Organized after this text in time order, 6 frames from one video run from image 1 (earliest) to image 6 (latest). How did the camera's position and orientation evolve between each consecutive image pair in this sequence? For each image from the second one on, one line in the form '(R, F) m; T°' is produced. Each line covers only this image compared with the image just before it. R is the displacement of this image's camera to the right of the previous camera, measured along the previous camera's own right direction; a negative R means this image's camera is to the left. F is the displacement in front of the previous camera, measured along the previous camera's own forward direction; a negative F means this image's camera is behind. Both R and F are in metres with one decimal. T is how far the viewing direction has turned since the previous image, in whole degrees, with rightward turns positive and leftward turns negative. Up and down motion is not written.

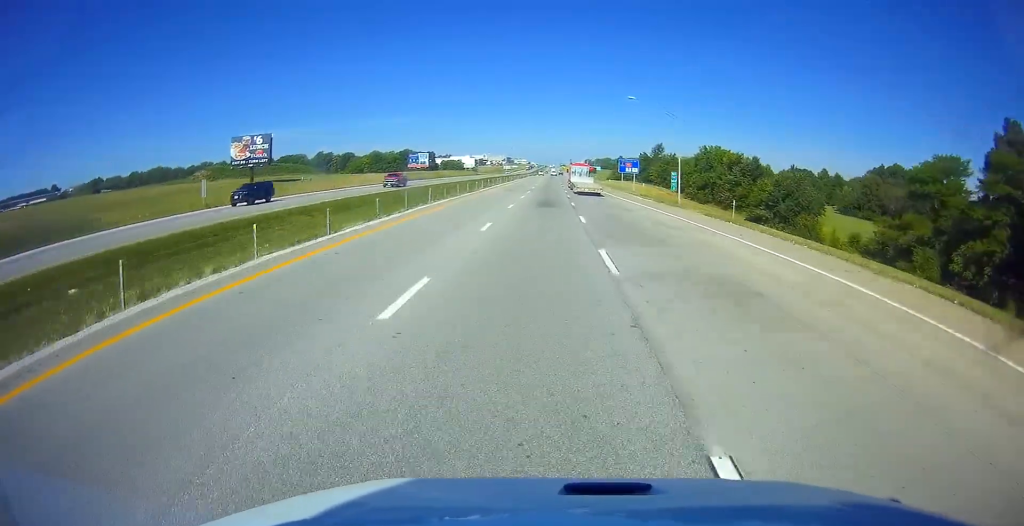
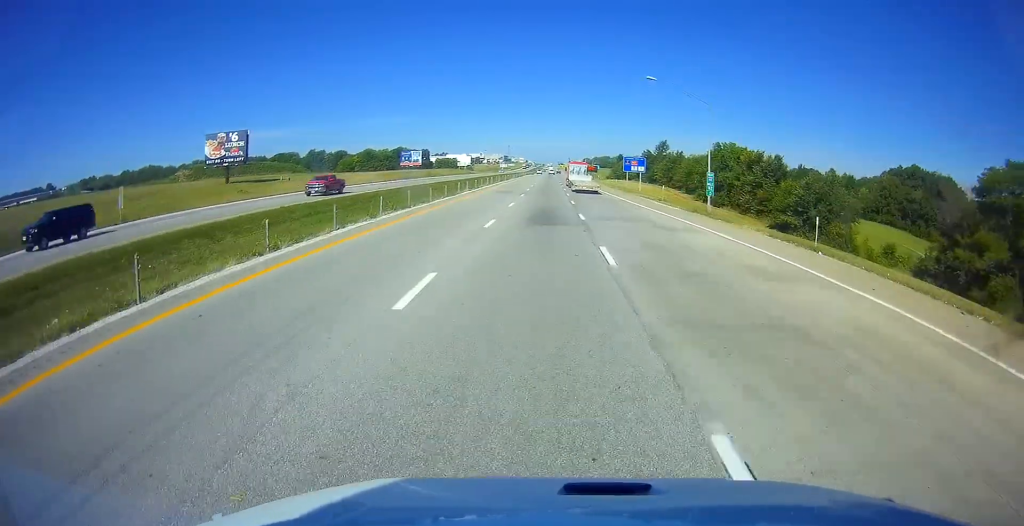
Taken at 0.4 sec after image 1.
(0.0, +11.7) m; 0°
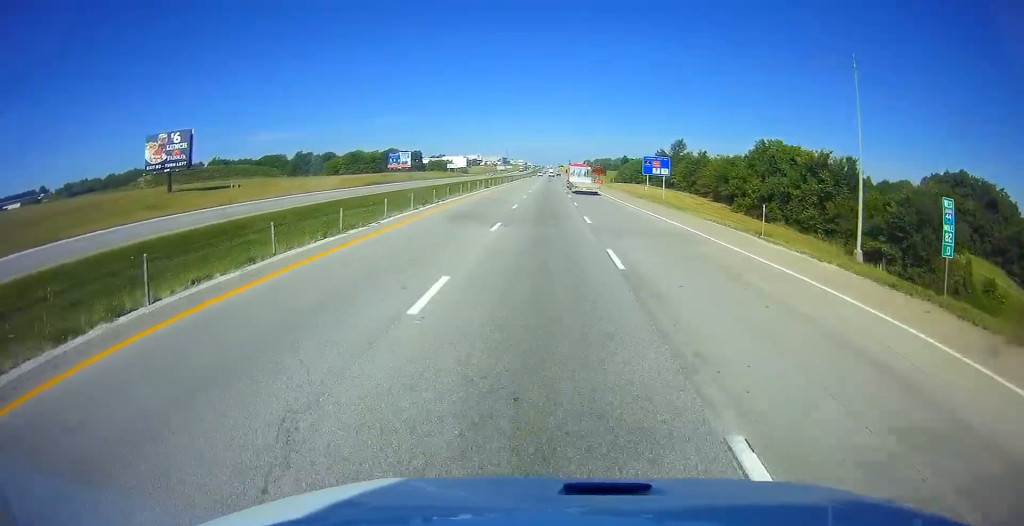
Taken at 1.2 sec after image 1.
(0.0, +24.4) m; 0°
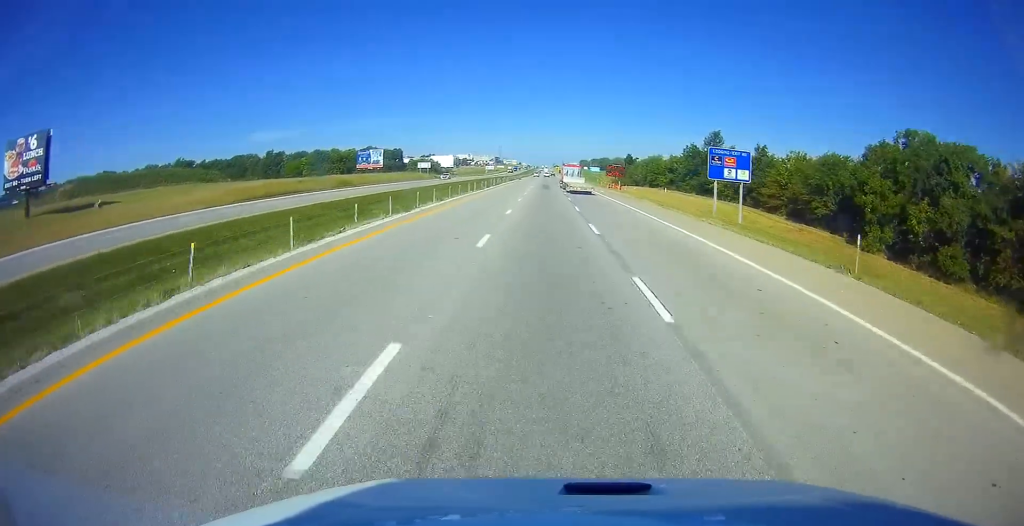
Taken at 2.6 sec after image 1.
(+0.3, +41.2) m; +1°
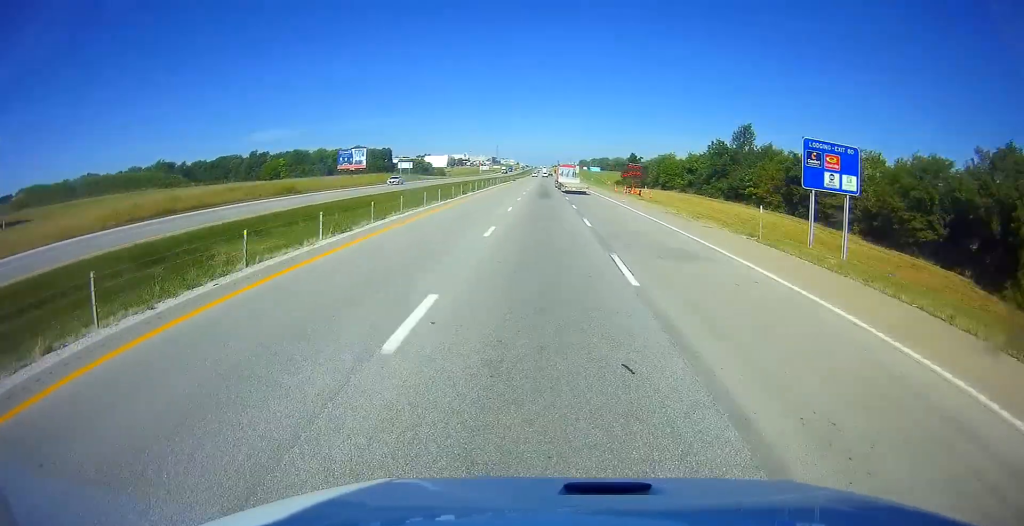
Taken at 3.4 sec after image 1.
(0.0, +21.5) m; 0°
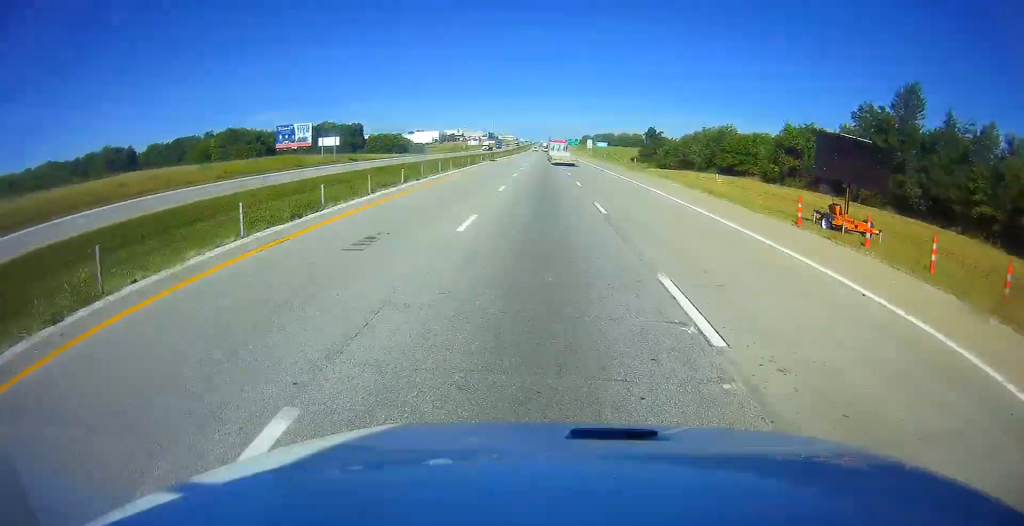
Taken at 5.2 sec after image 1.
(0.0, +54.7) m; 0°
